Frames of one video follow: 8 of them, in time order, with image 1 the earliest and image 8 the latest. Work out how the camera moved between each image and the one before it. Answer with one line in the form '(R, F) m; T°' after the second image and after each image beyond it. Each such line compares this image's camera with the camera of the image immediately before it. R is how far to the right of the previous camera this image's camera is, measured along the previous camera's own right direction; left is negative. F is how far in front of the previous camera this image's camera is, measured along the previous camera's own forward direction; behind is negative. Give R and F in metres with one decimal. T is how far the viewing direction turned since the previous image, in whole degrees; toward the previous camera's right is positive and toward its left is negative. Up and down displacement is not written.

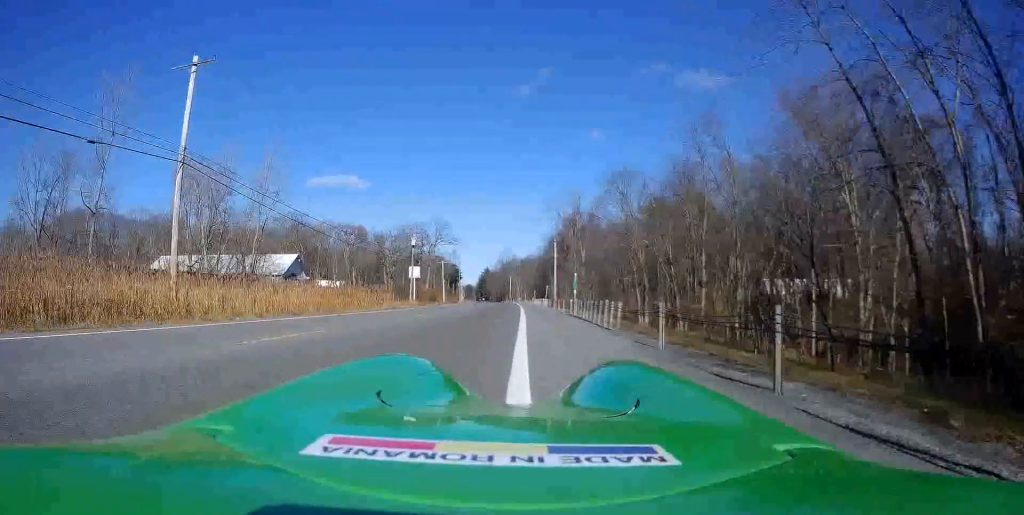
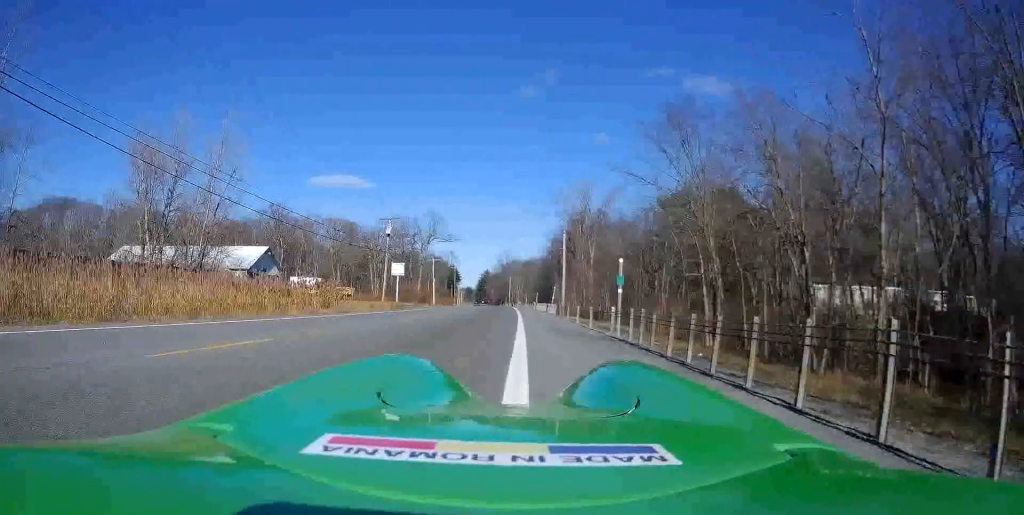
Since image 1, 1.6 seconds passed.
(+0.1, +14.1) m; -2°
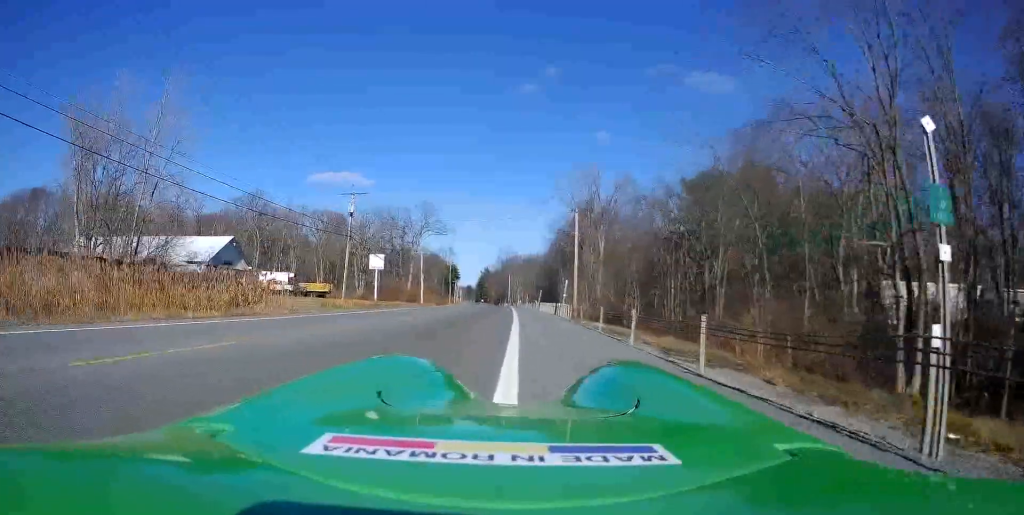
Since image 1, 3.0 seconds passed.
(-0.4, +12.8) m; -1°
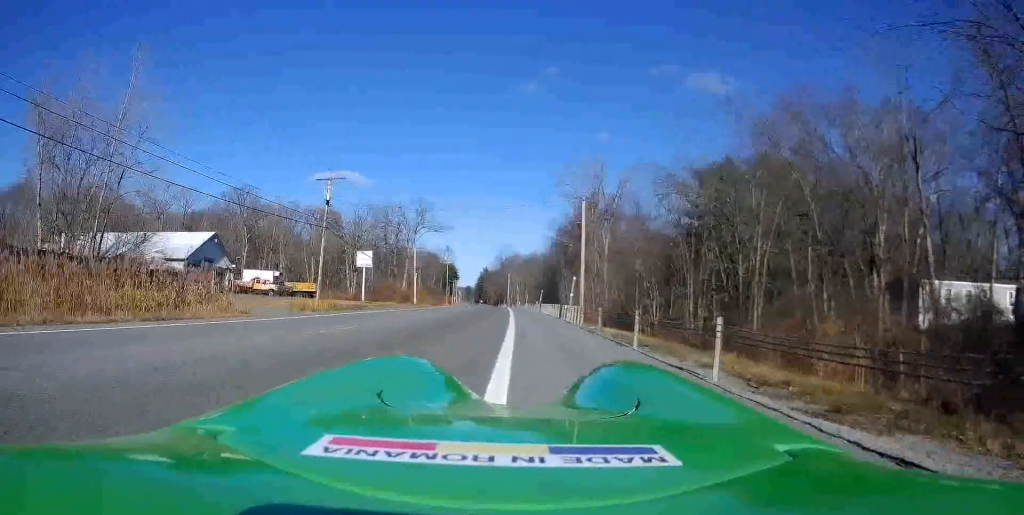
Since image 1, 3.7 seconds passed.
(0.0, +5.5) m; +1°
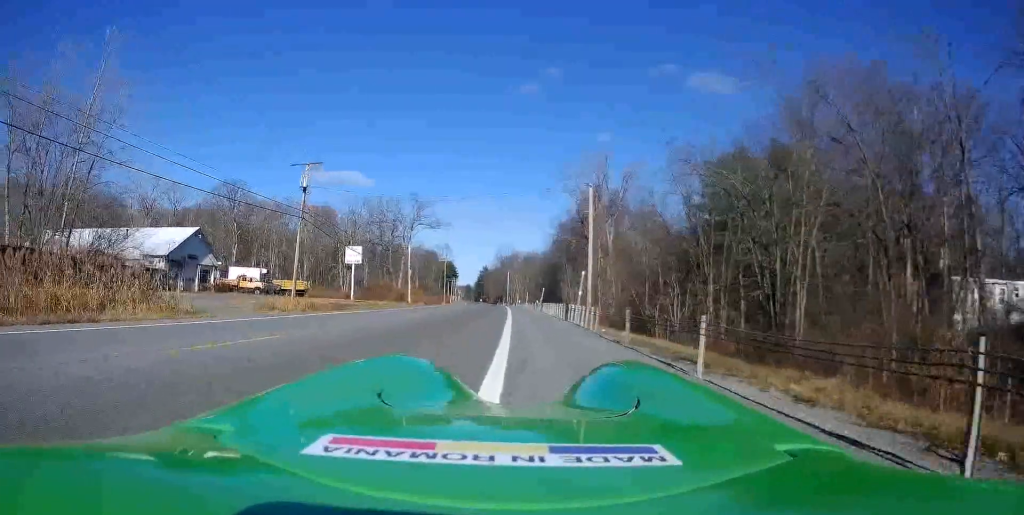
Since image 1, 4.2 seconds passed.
(+0.2, +4.5) m; 0°
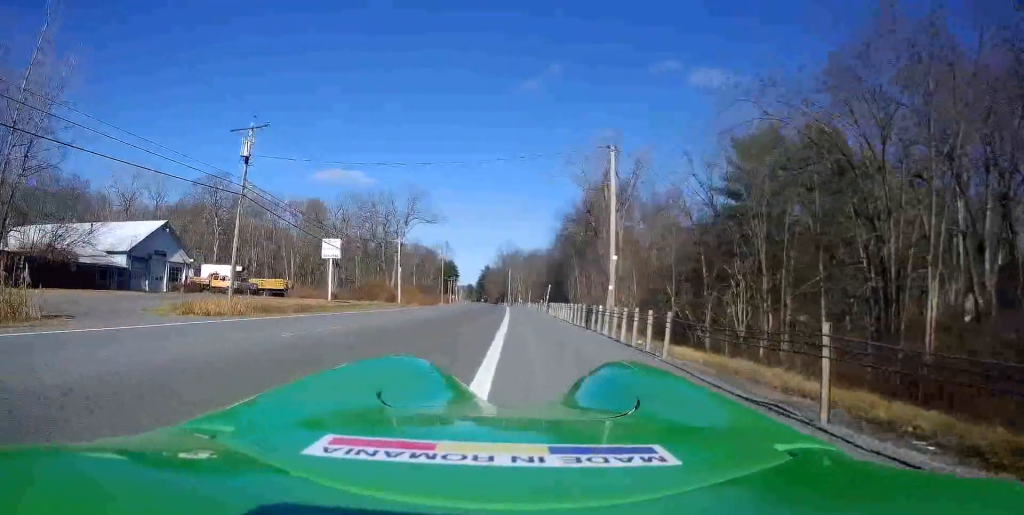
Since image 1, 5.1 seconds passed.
(-0.2, +8.6) m; -2°
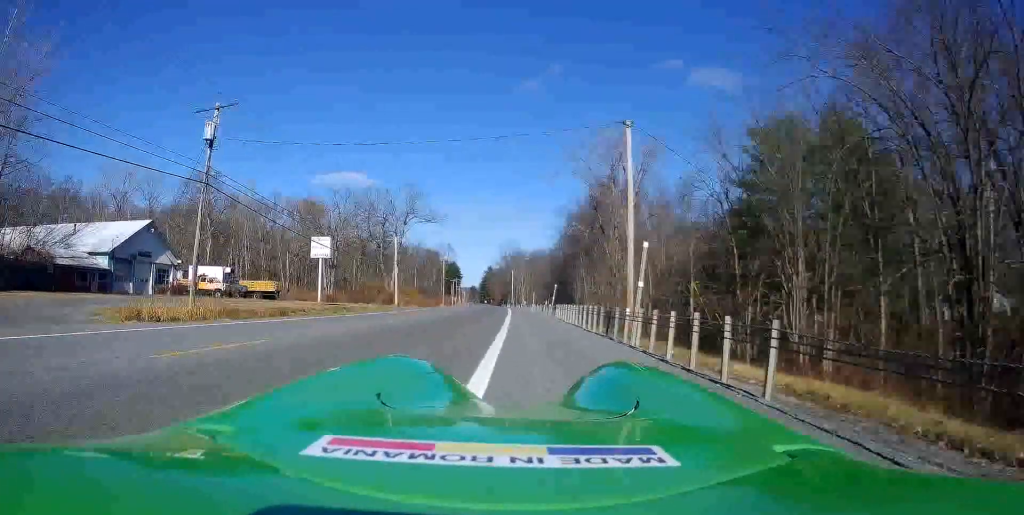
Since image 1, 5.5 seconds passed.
(-0.1, +3.7) m; -1°
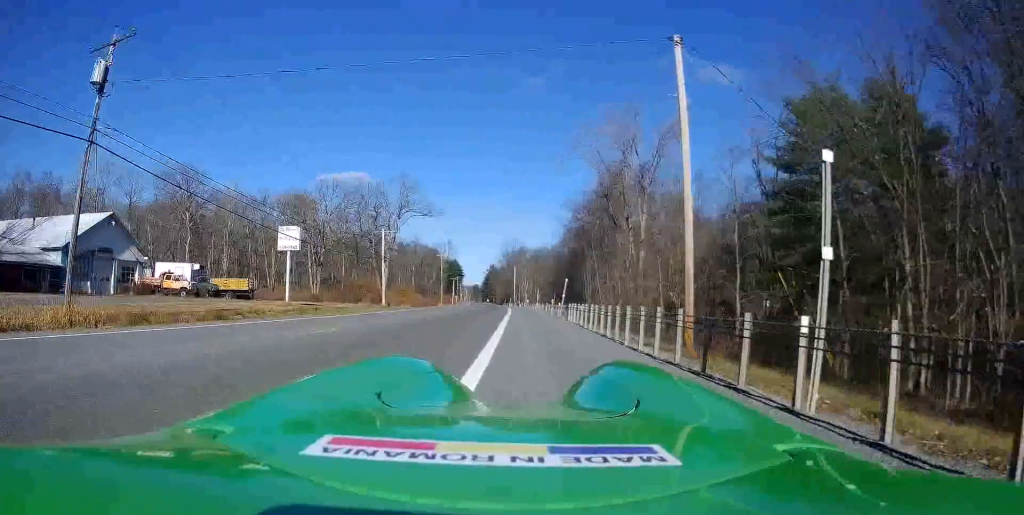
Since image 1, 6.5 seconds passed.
(0.0, +8.2) m; 0°
